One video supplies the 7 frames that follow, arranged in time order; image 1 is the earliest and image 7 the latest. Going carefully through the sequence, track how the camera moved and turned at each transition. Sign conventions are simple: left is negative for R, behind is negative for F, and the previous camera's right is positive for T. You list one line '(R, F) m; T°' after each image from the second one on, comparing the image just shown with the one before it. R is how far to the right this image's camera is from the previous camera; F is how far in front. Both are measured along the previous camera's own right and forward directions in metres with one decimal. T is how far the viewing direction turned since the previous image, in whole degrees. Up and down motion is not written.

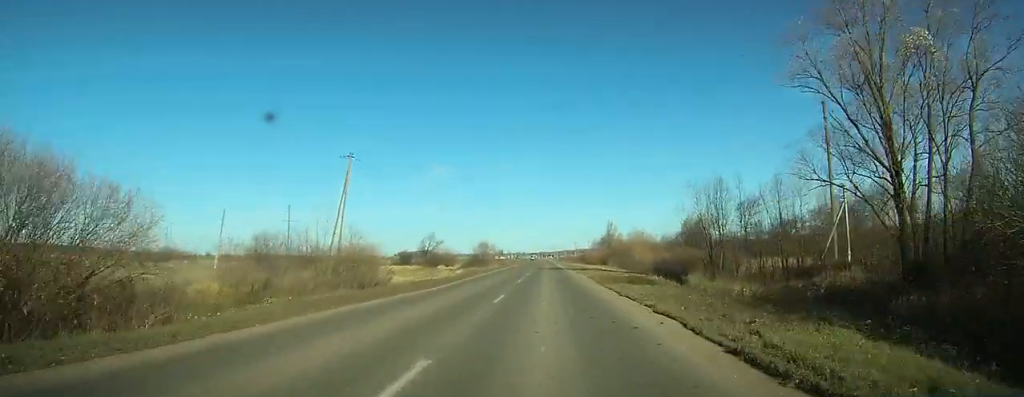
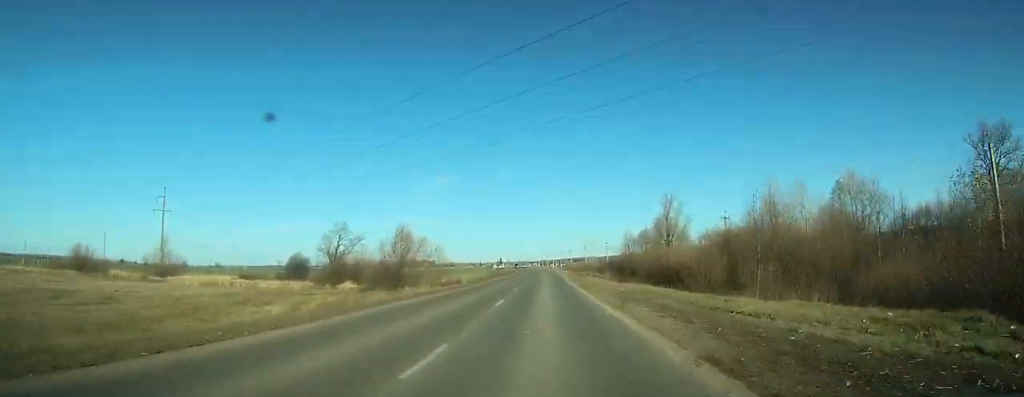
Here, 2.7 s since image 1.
(+0.3, +69.0) m; 0°
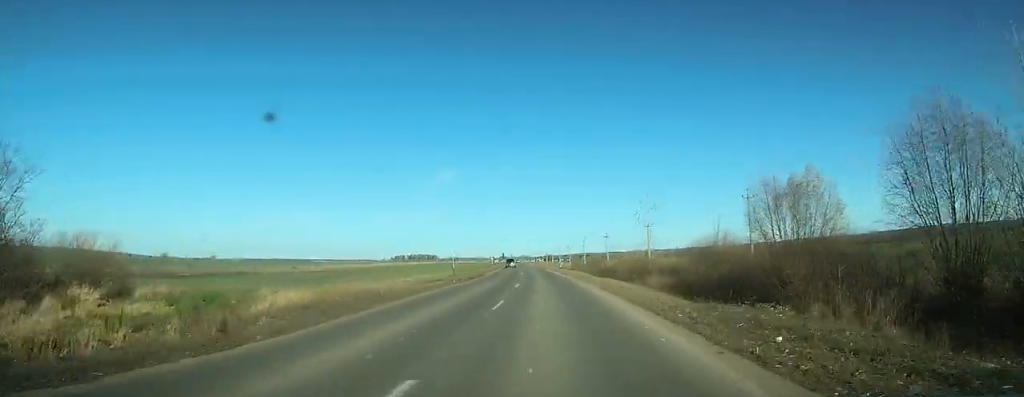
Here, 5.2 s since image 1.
(-0.4, +62.9) m; -1°
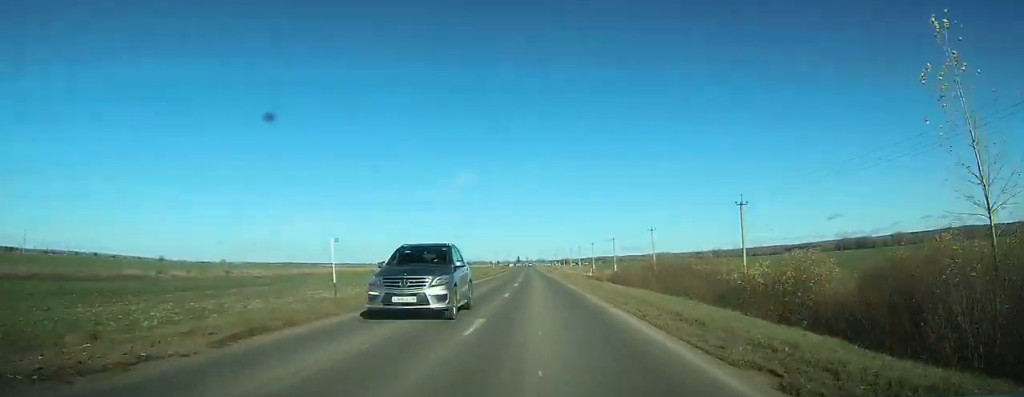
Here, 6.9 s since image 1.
(-0.4, +45.1) m; -1°
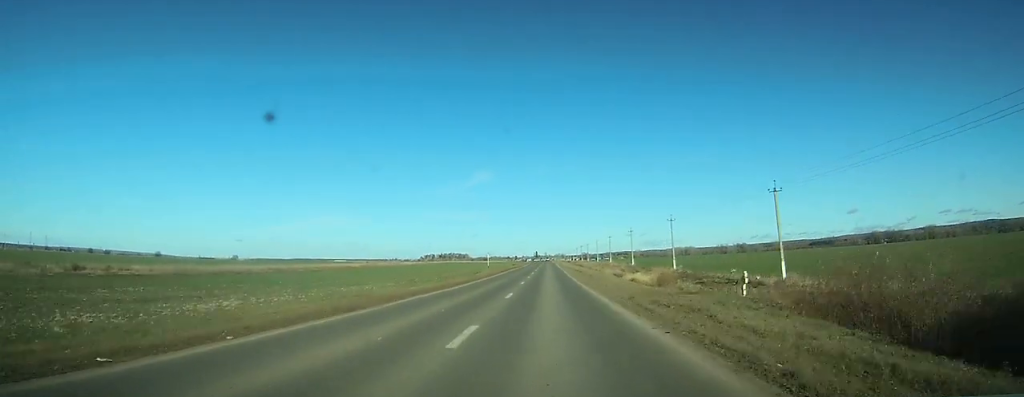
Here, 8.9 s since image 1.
(-0.8, +52.2) m; -1°
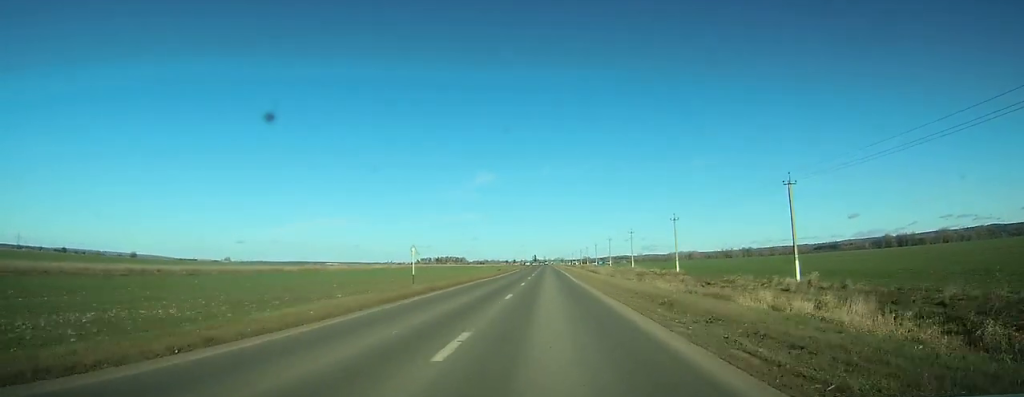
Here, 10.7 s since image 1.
(-0.3, +52.6) m; 0°
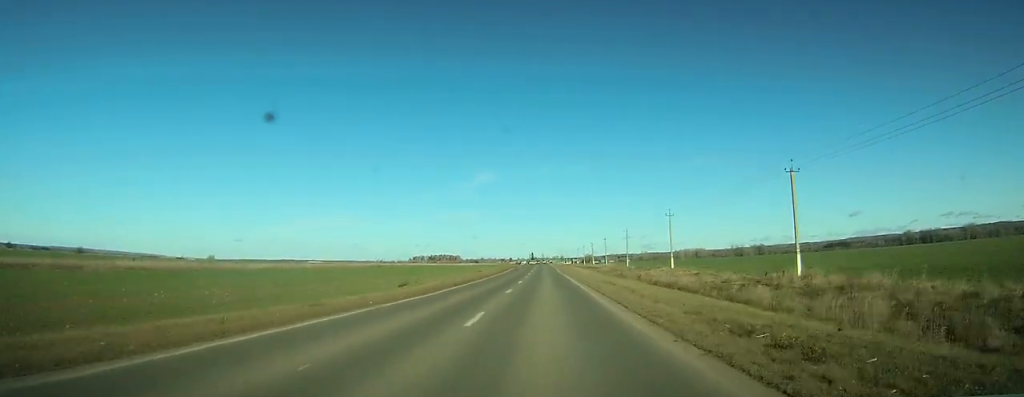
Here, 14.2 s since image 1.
(-0.2, +96.5) m; 0°
